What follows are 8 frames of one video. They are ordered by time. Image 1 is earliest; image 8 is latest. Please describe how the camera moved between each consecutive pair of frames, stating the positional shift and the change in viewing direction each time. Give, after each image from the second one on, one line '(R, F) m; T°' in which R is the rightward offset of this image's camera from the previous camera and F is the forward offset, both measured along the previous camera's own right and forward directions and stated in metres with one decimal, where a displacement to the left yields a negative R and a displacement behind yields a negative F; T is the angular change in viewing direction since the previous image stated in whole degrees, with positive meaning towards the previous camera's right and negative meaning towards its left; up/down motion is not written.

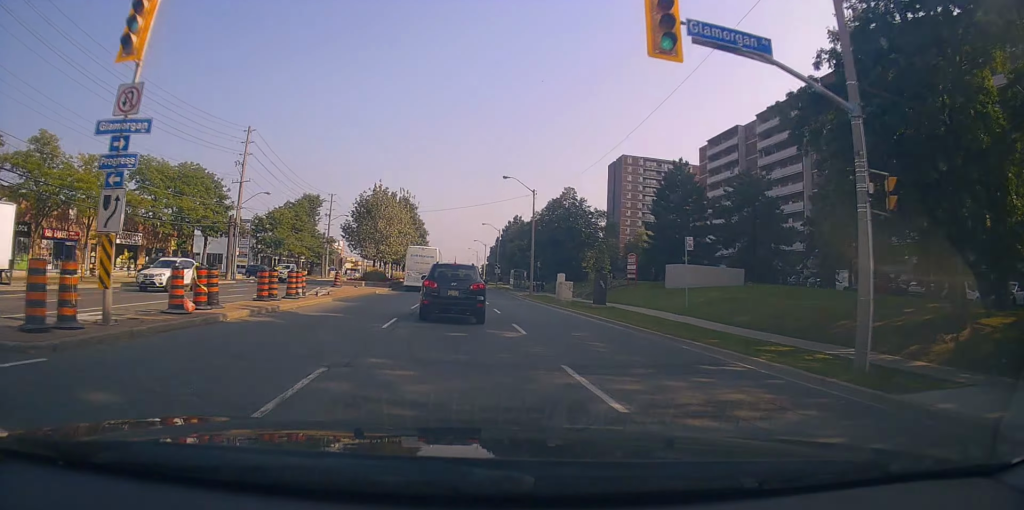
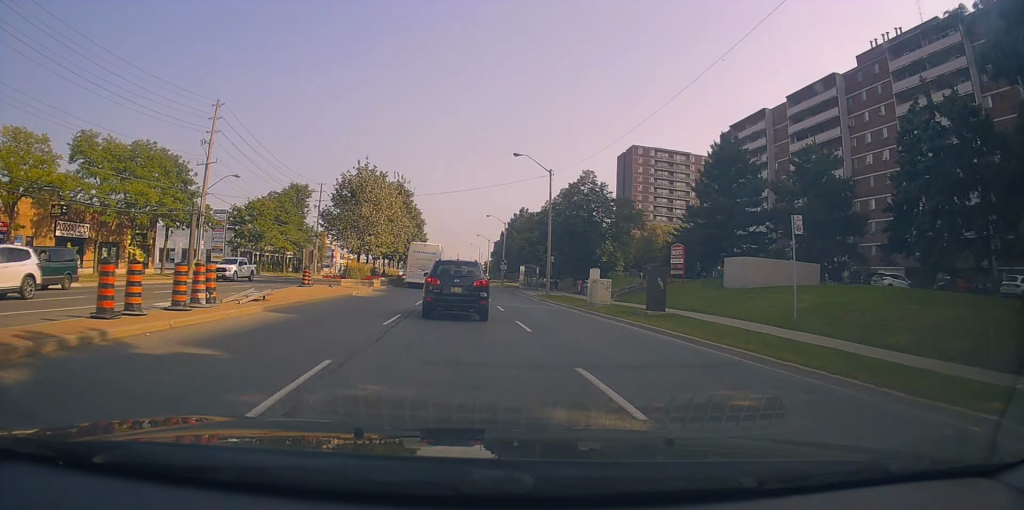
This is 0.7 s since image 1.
(0.0, +9.0) m; +1°
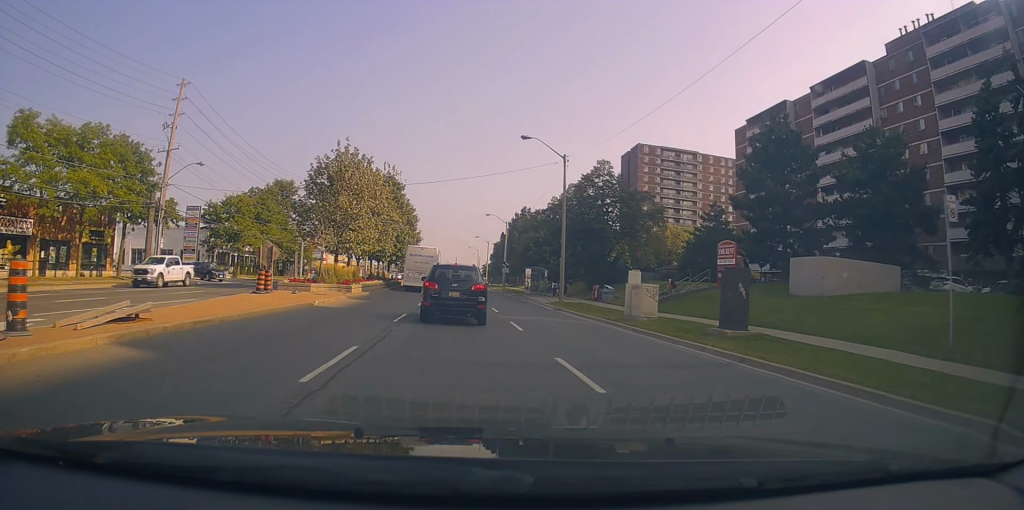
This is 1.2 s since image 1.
(0.0, +7.2) m; +1°
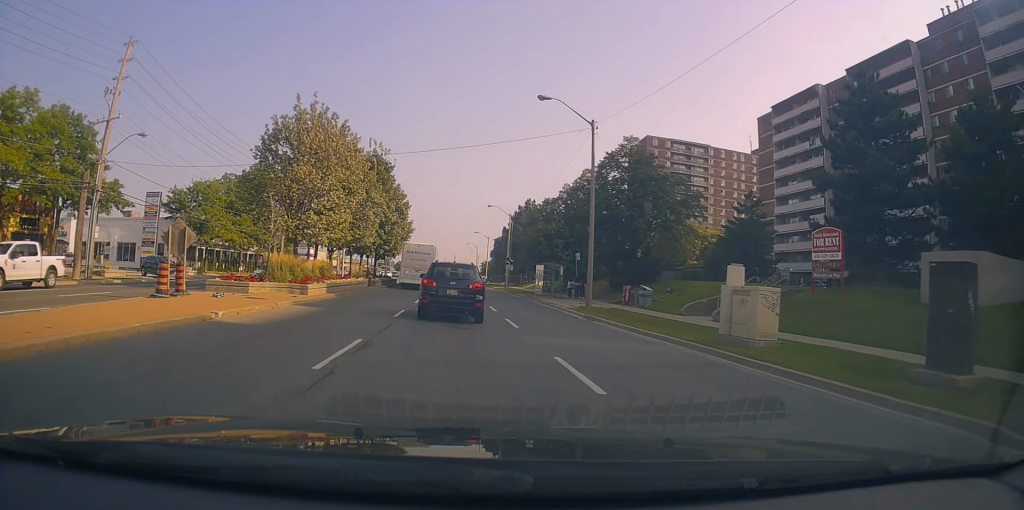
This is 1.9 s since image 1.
(+0.2, +9.0) m; -1°
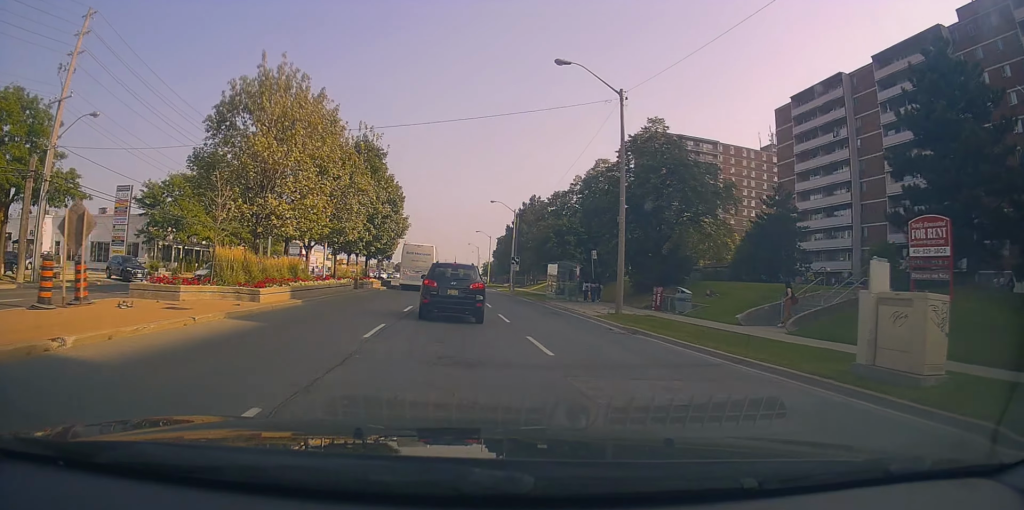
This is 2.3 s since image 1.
(+0.3, +5.8) m; -1°
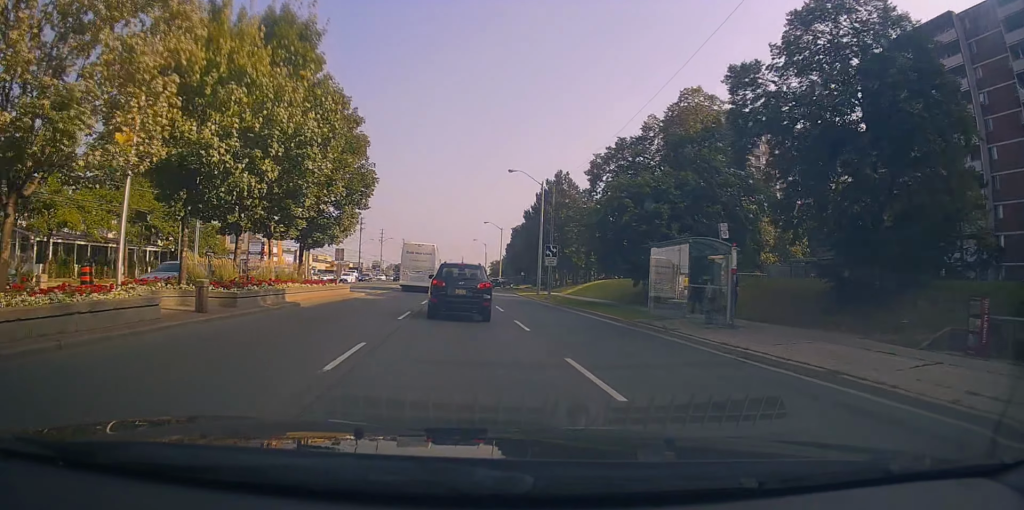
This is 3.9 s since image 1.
(-0.8, +21.1) m; +1°
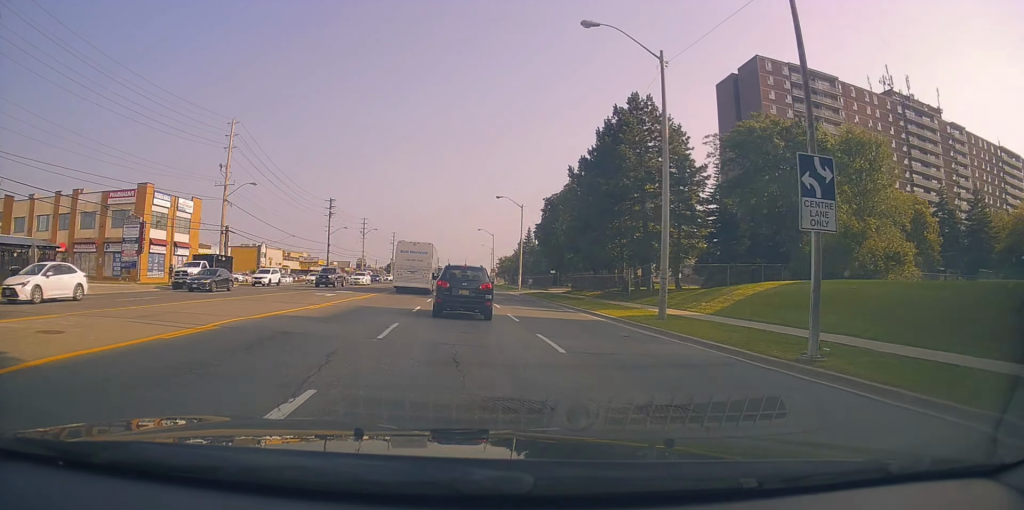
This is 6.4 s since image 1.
(+0.4, +31.6) m; 0°
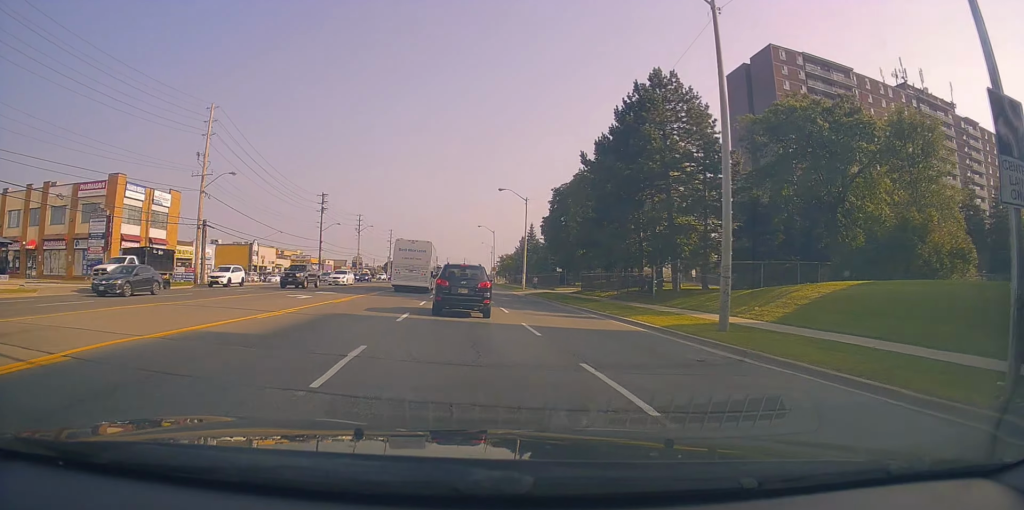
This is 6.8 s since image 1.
(+0.2, +5.1) m; -1°
